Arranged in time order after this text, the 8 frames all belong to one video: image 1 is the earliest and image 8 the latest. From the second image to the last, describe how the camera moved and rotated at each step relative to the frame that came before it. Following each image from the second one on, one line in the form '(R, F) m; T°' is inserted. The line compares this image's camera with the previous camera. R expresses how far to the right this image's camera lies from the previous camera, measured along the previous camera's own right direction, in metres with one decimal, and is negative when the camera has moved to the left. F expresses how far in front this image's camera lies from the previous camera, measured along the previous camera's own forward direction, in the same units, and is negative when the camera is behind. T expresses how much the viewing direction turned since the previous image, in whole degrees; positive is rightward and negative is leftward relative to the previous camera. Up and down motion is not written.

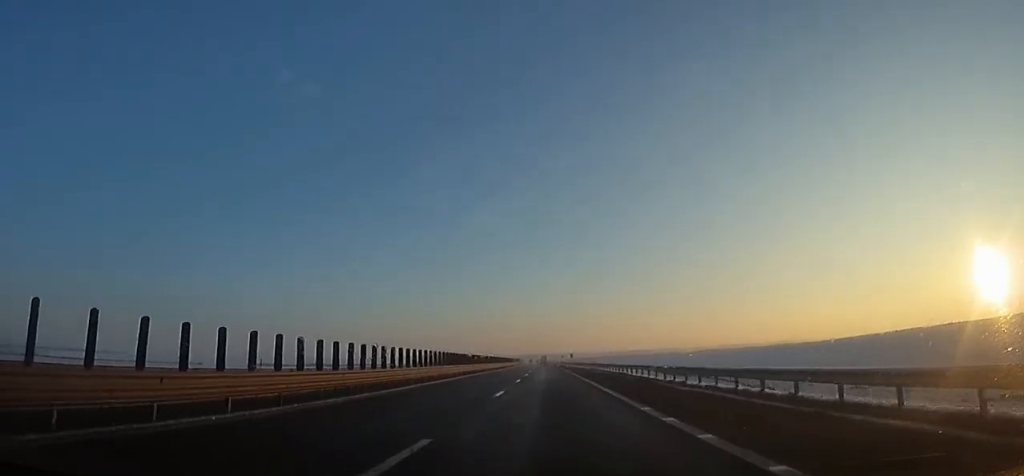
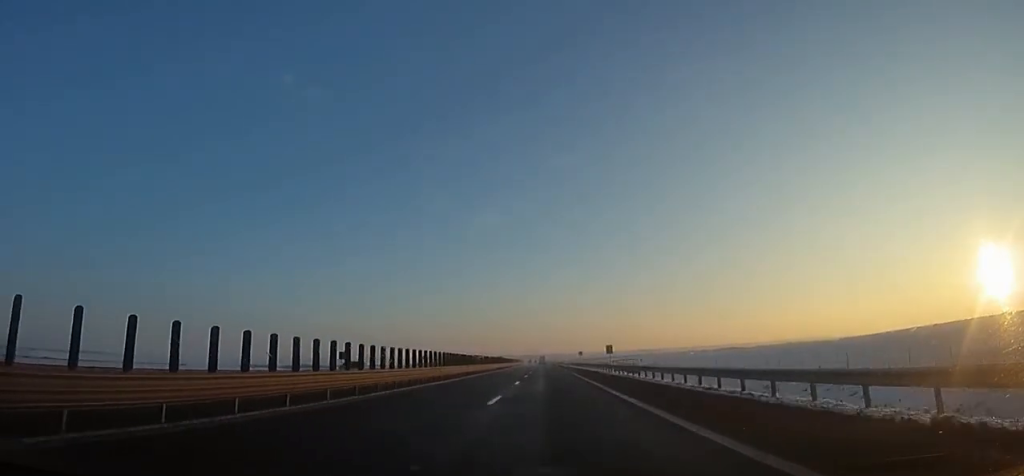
(-0.6, +62.9) m; -1°
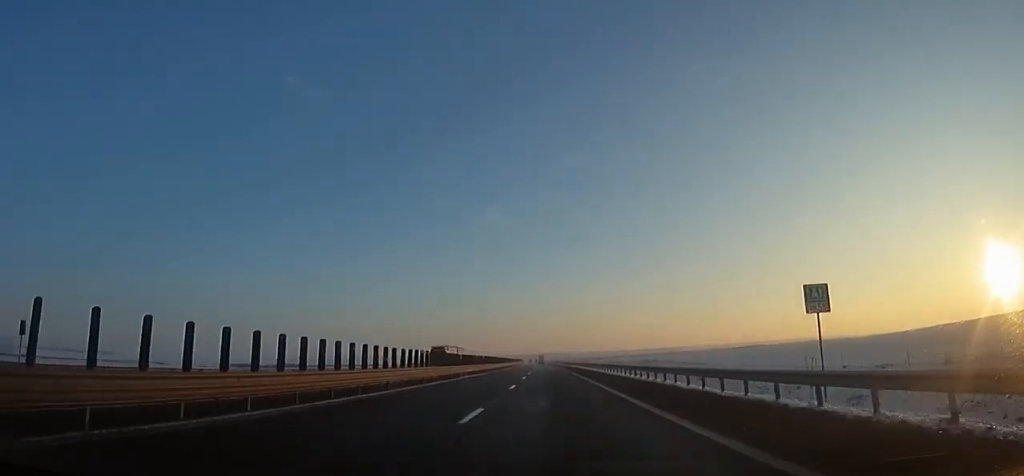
(-1.1, +76.5) m; -1°
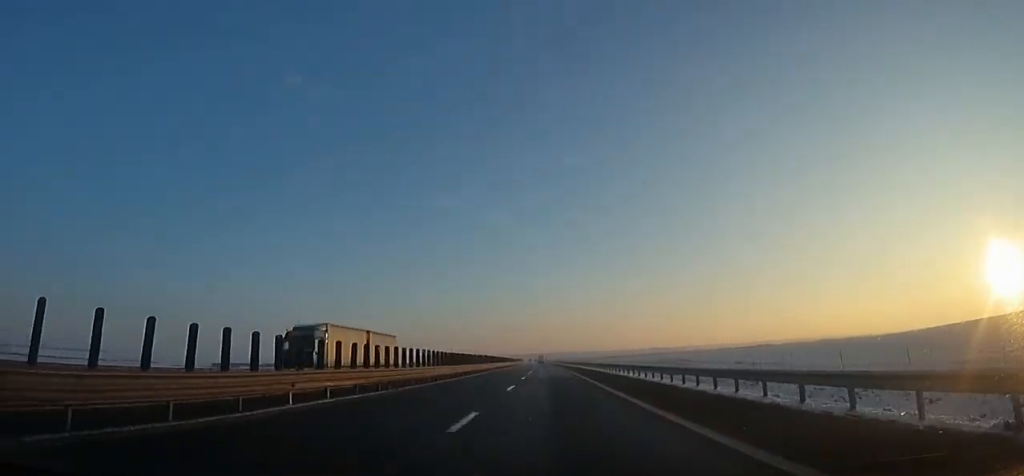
(0.0, +25.2) m; 0°
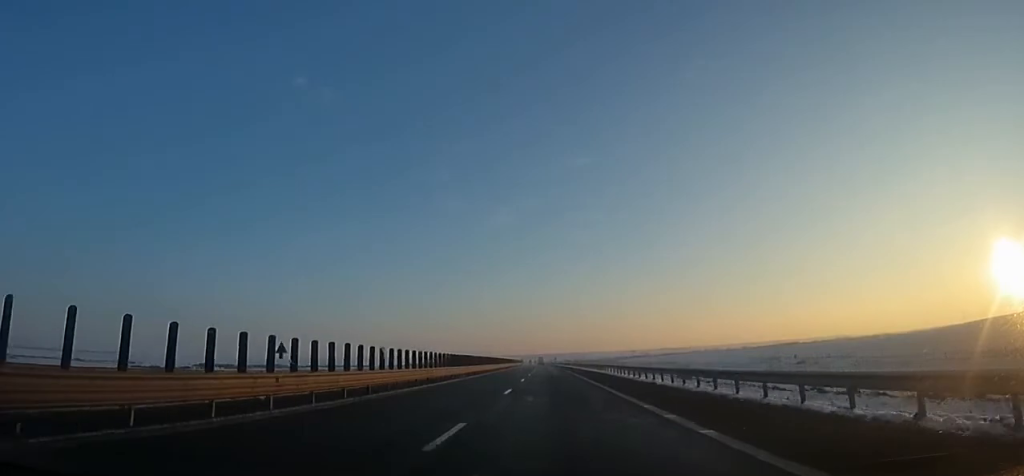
(0.0, +61.9) m; 0°
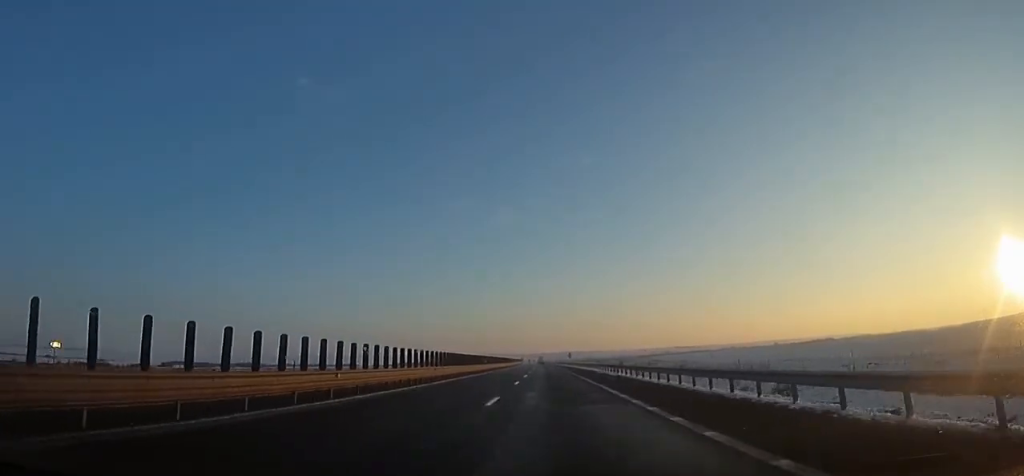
(-0.5, +77.8) m; 0°
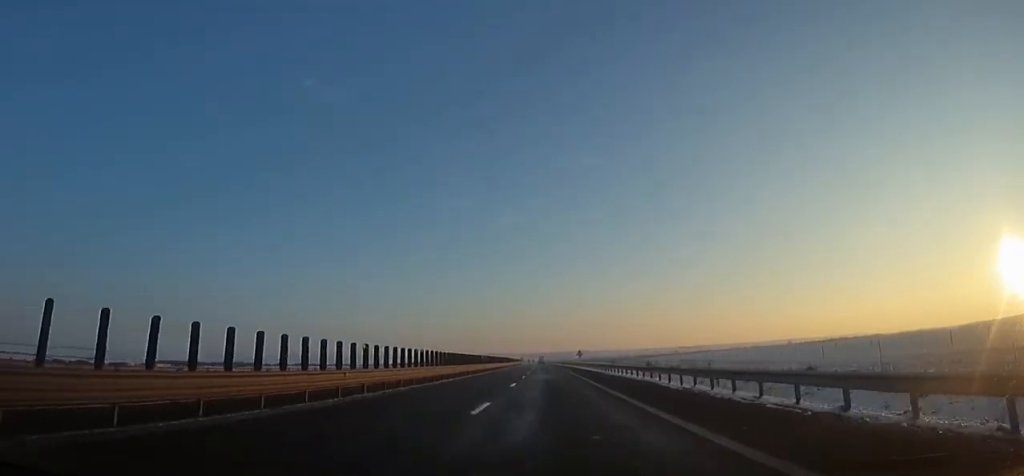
(0.0, +26.2) m; 0°
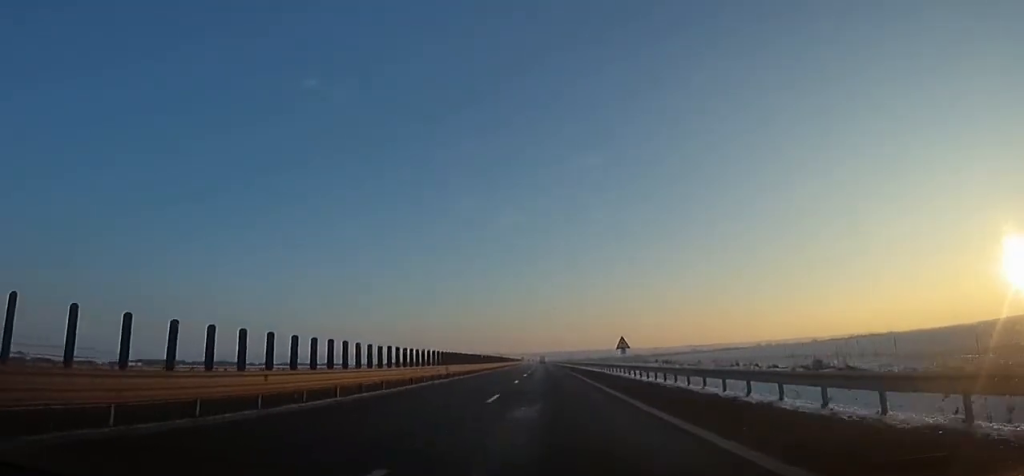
(0.0, +45.1) m; 0°
